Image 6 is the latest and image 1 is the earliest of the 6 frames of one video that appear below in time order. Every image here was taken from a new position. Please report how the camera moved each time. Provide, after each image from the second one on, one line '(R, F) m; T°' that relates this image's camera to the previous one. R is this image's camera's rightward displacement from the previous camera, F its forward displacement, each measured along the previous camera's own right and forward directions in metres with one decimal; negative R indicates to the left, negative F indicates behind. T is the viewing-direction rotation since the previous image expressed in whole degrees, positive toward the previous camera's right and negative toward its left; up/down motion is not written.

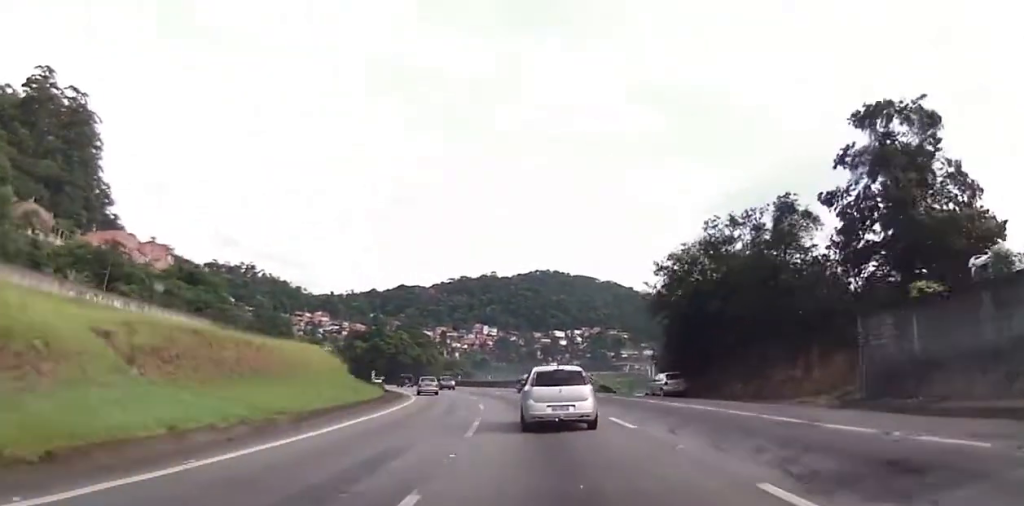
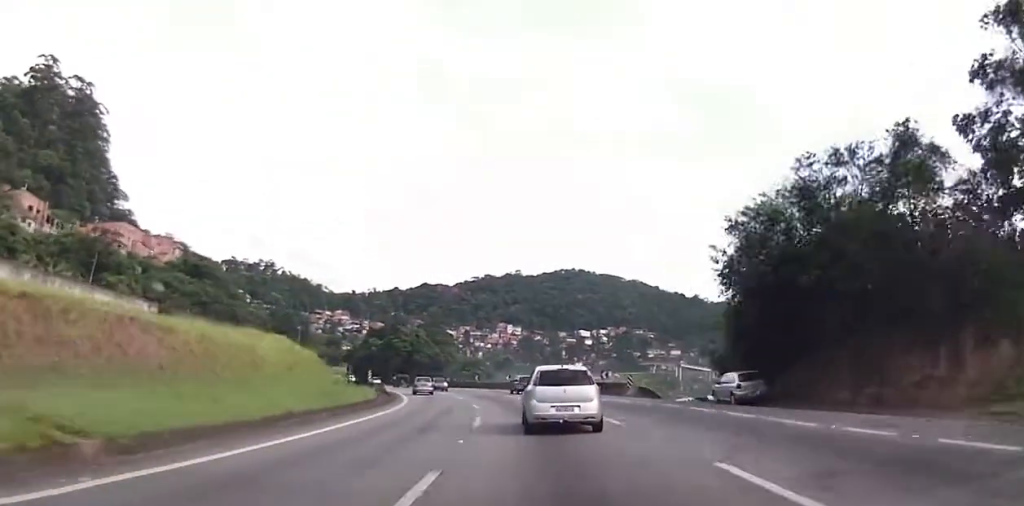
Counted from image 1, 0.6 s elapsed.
(-0.1, +10.7) m; -2°
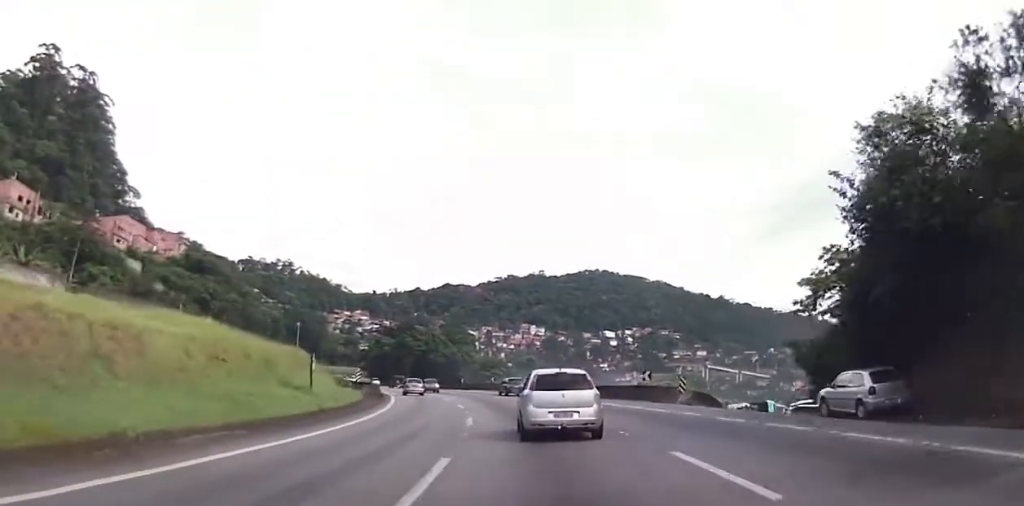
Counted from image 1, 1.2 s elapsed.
(-0.2, +10.6) m; -2°
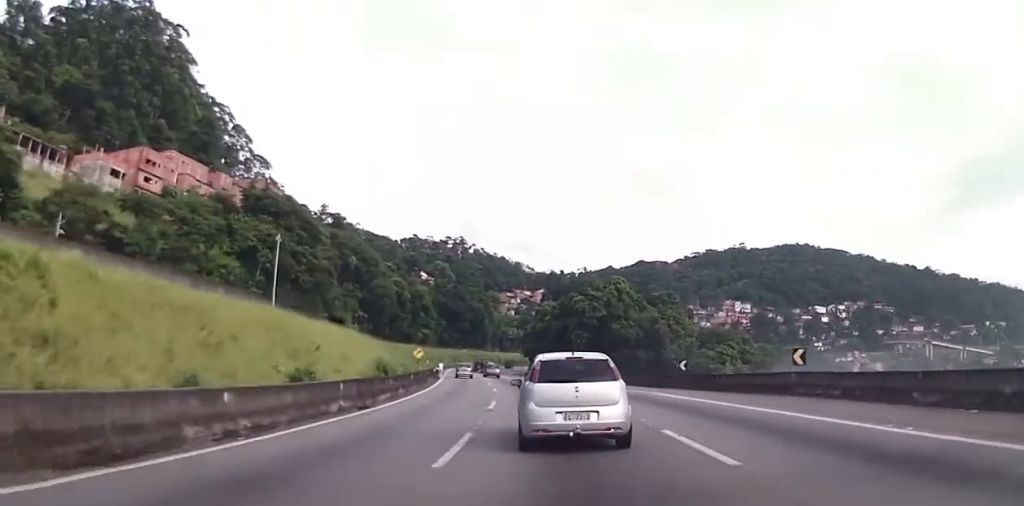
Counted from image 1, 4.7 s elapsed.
(-8.8, +59.7) m; -15°
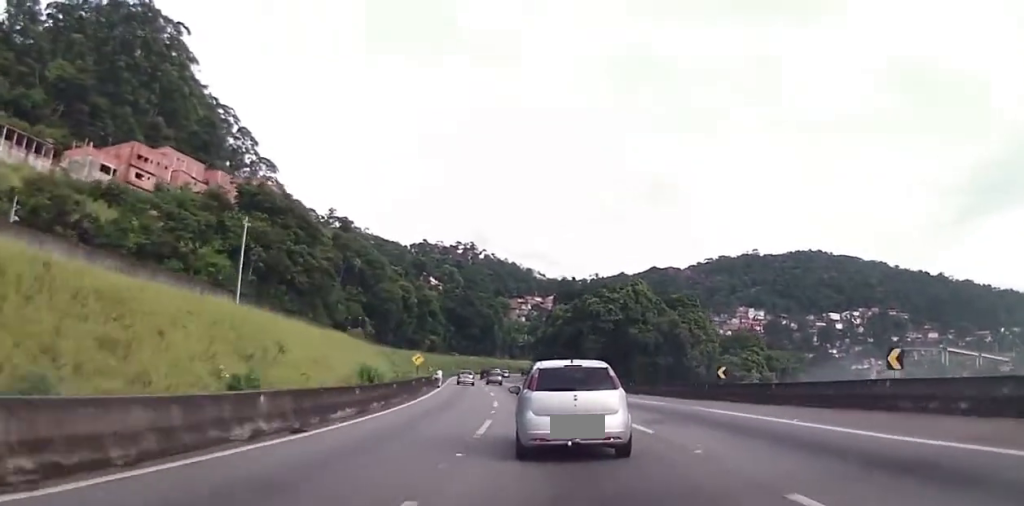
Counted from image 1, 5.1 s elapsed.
(0.0, +6.6) m; -1°
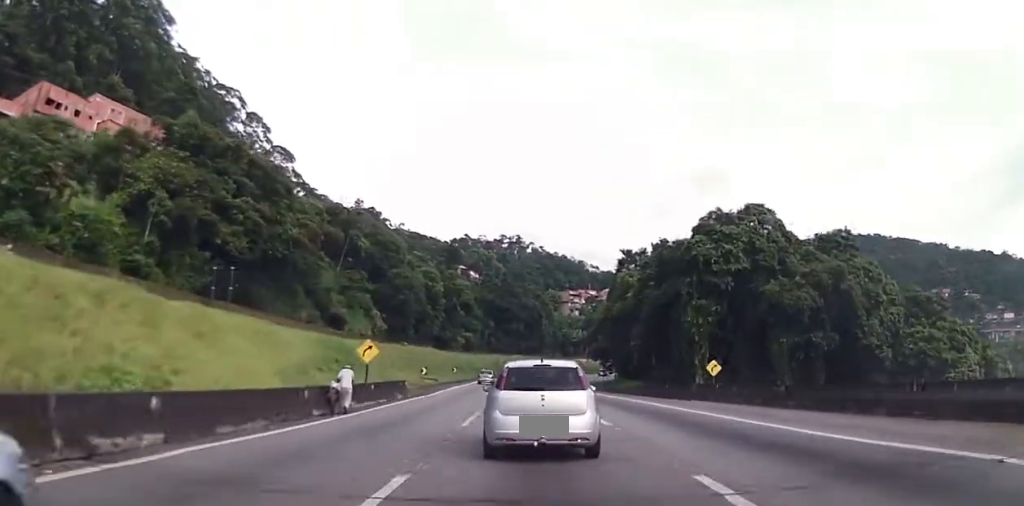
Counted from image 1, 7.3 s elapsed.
(-1.7, +35.9) m; -6°
